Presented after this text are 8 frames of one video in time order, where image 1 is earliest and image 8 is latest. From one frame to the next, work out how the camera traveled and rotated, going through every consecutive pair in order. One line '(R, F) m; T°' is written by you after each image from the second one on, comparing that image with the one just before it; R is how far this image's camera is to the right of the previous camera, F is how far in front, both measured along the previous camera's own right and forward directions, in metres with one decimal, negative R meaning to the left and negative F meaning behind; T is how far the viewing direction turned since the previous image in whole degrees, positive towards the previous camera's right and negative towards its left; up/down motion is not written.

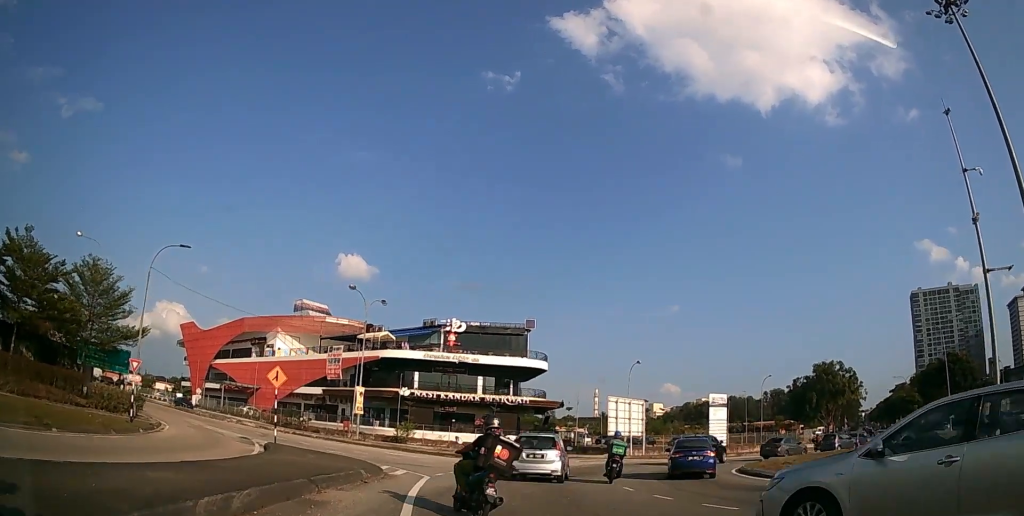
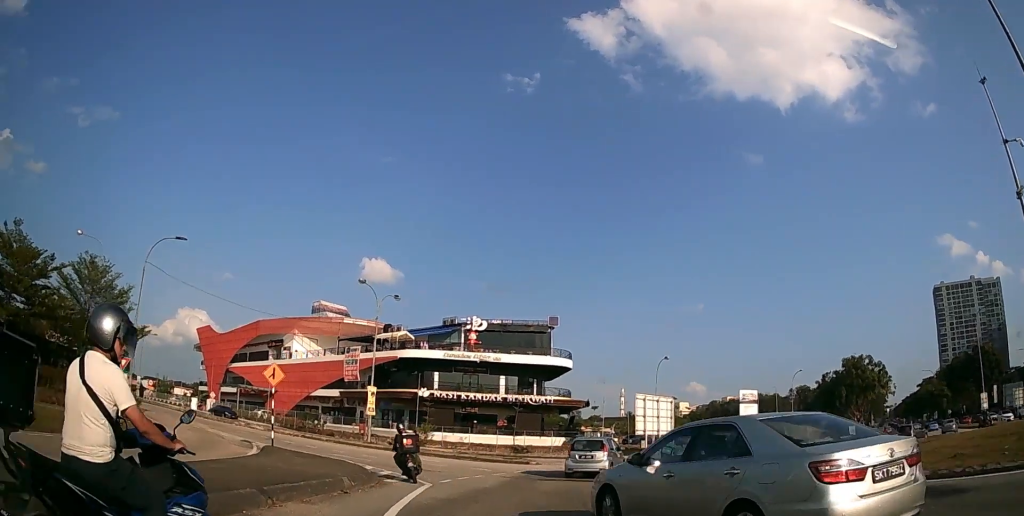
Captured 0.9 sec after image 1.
(+0.1, +1.5) m; +1°
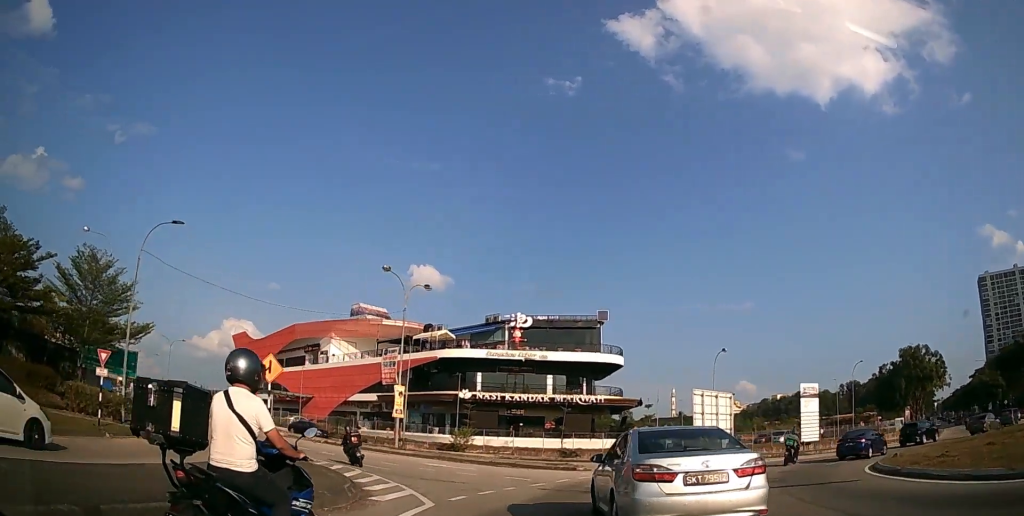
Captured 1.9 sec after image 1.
(-0.1, +3.4) m; -4°
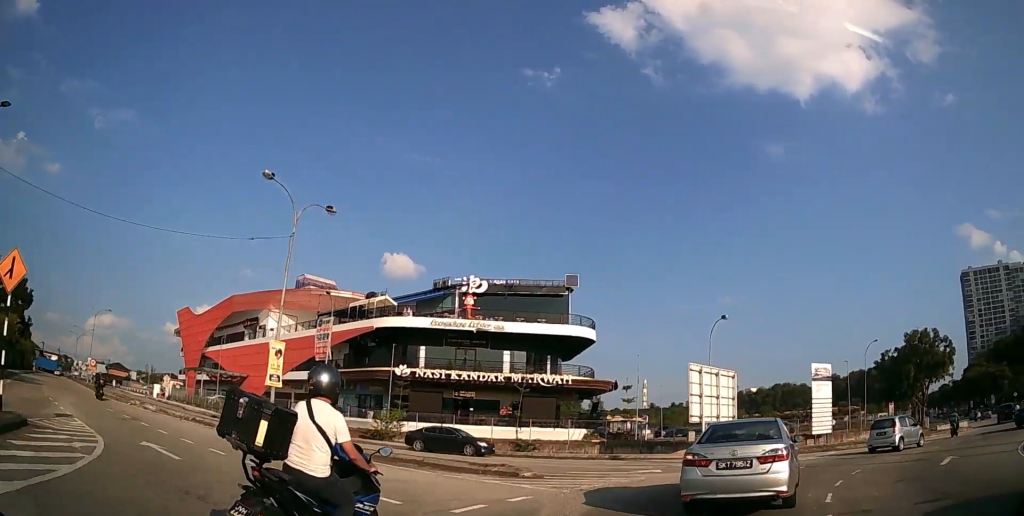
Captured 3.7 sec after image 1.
(-0.2, +10.5) m; +3°
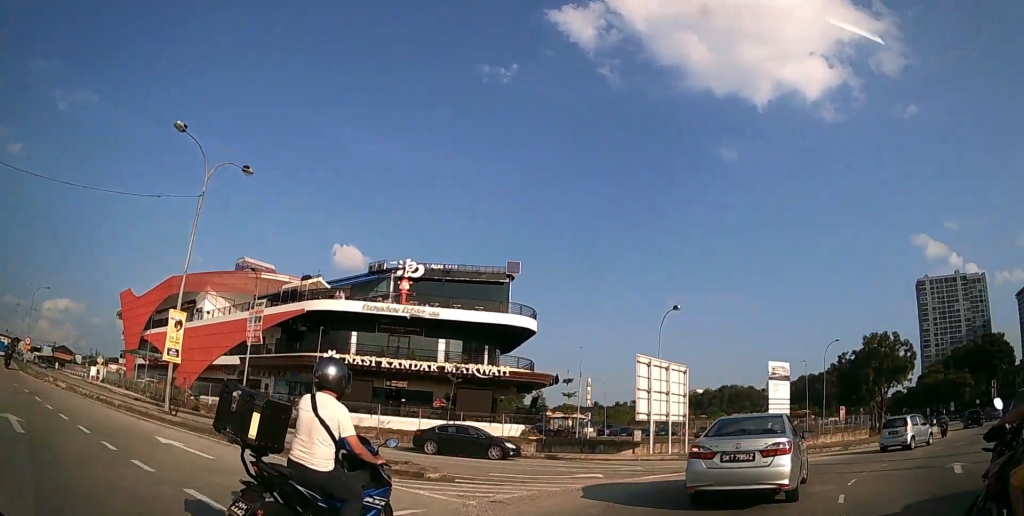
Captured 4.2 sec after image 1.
(+0.2, +3.0) m; +4°
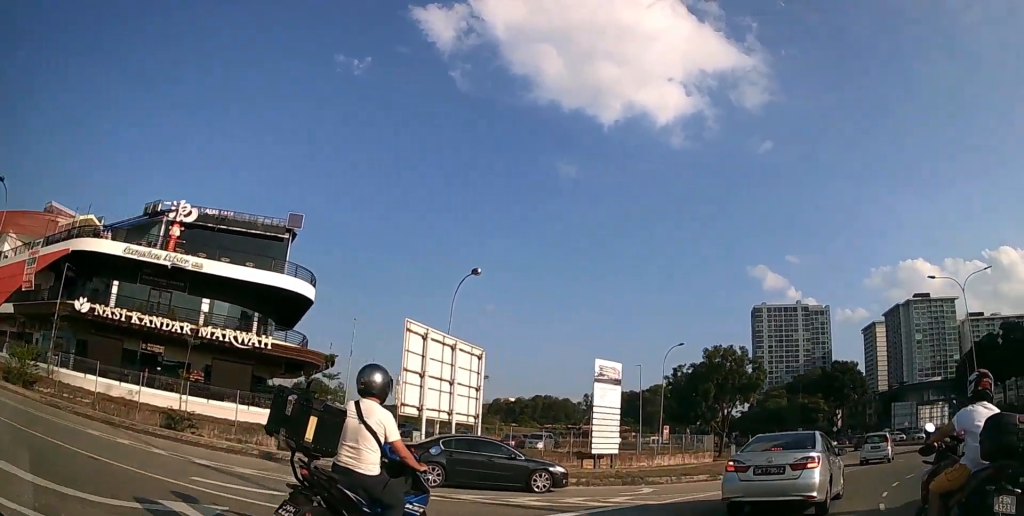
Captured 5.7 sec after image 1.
(+1.2, +9.7) m; +19°
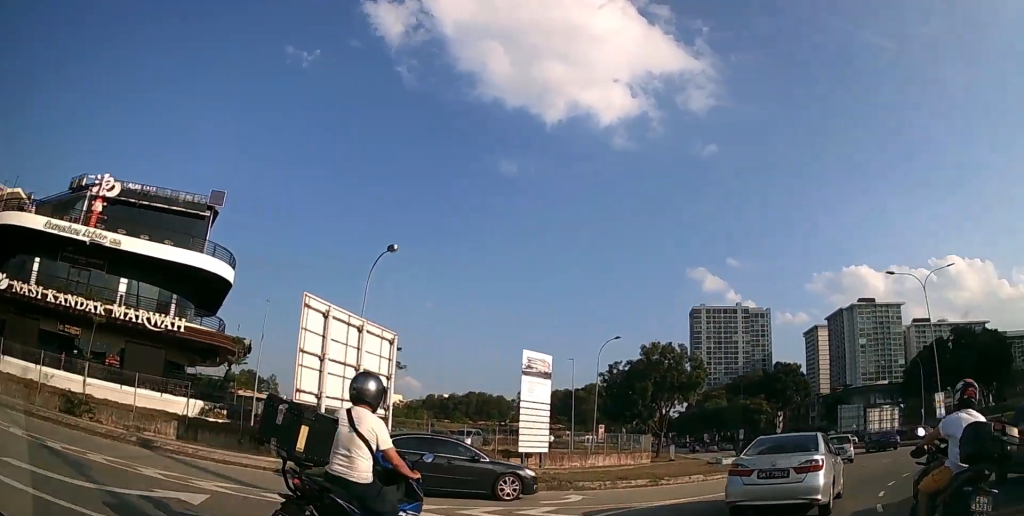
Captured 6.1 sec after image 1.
(+0.3, +2.7) m; +7°
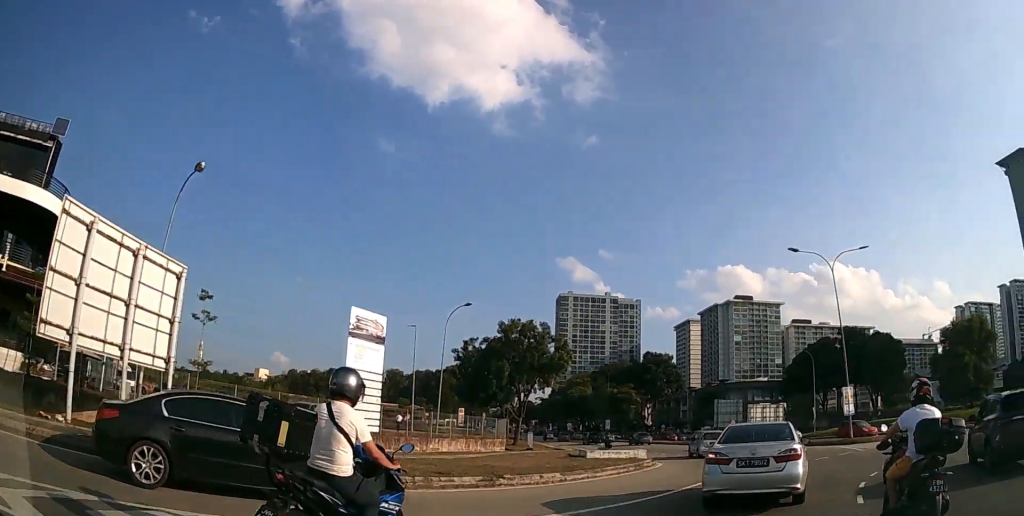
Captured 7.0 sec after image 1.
(+0.7, +5.8) m; +14°
